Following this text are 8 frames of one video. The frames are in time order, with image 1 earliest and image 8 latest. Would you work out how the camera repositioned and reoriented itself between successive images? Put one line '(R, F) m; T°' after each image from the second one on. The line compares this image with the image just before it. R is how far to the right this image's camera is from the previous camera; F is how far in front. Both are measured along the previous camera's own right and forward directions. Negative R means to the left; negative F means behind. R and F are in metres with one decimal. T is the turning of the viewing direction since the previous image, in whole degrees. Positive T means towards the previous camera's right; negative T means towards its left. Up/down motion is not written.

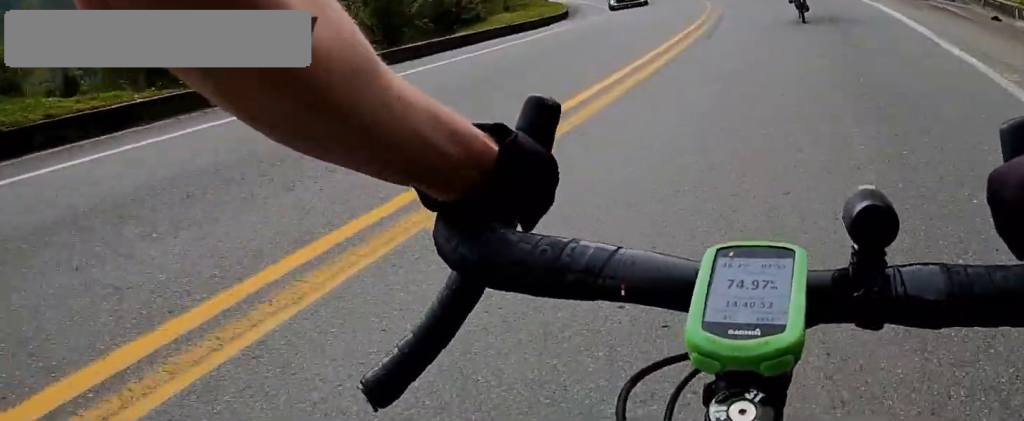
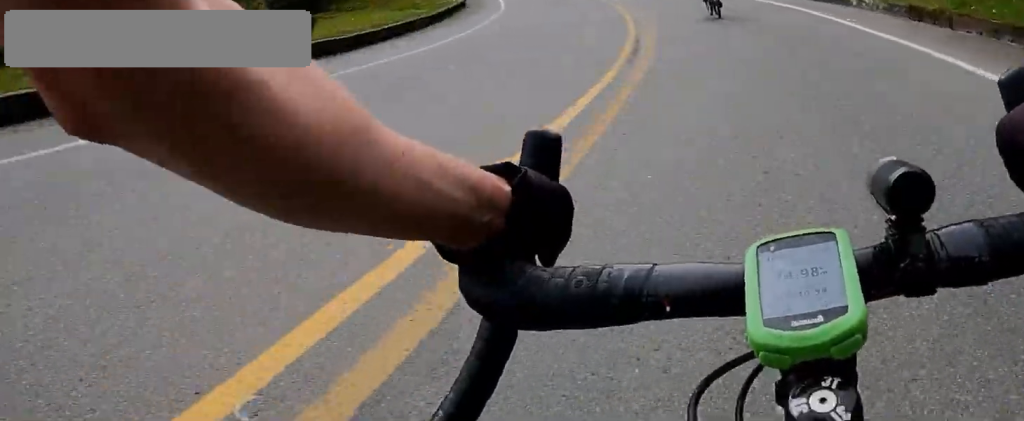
(-0.3, +15.6) m; -10°
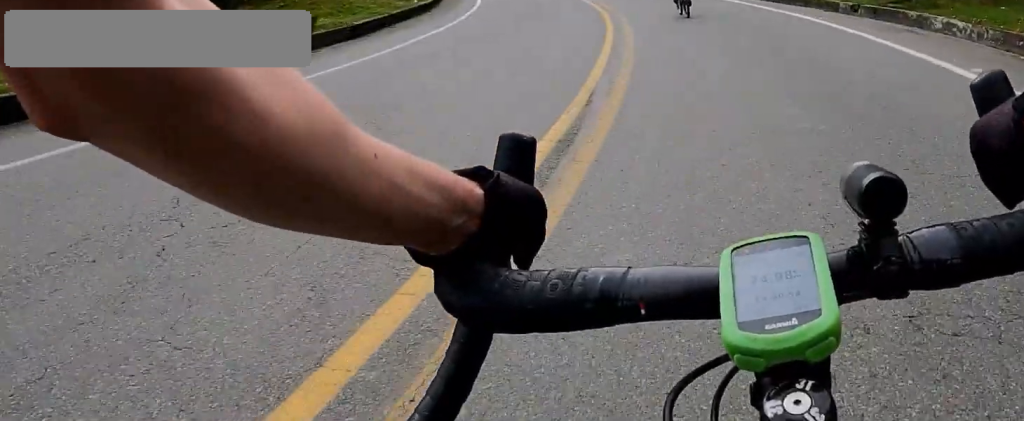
(-0.2, +5.3) m; -5°
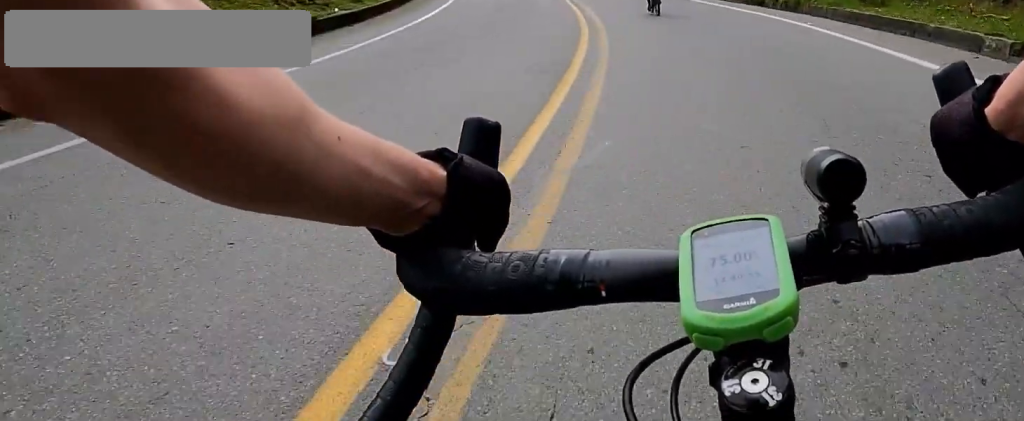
(-0.5, +7.5) m; -3°
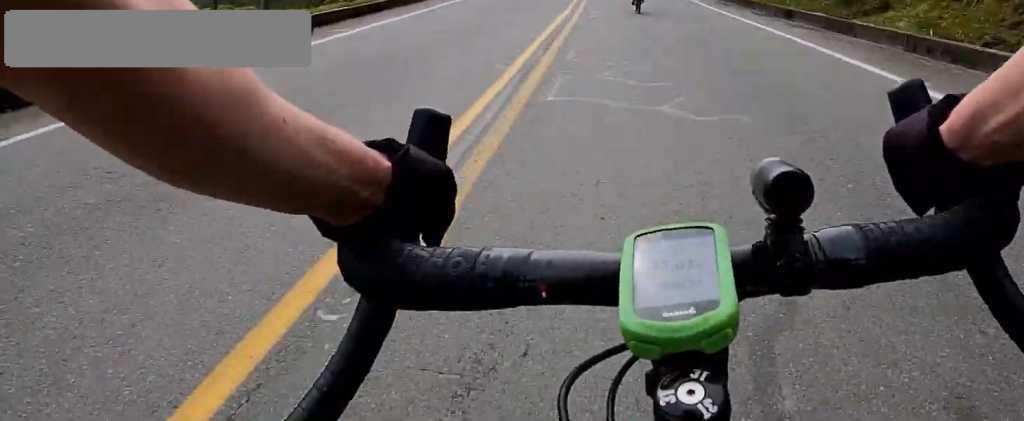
(-1.0, +20.2) m; -3°
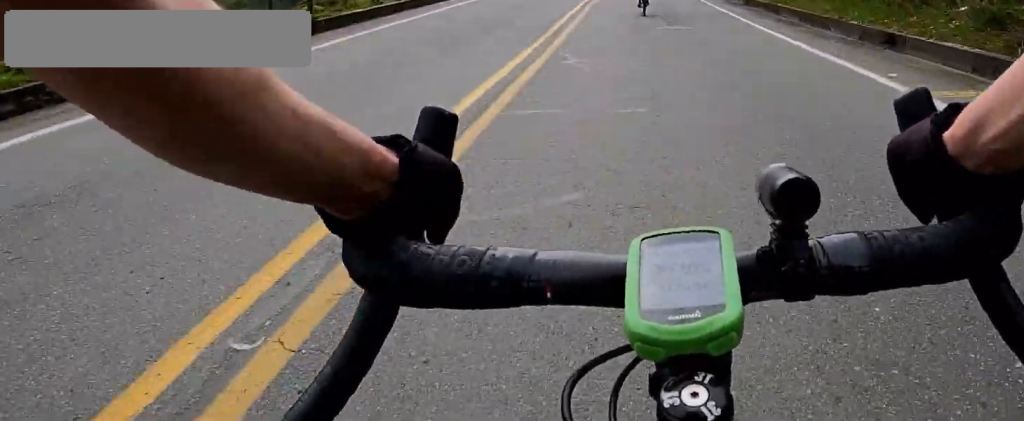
(0.0, +6.7) m; 0°
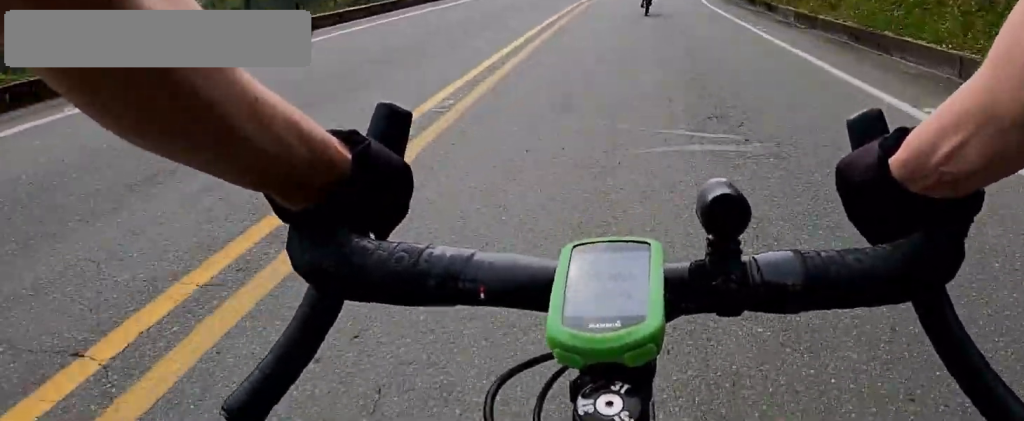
(0.0, +8.6) m; 0°
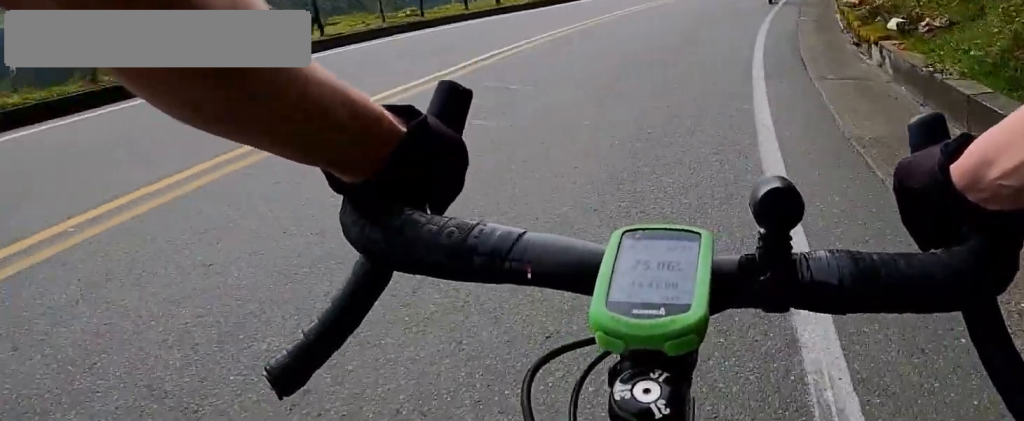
(+2.7, +31.3) m; +13°
